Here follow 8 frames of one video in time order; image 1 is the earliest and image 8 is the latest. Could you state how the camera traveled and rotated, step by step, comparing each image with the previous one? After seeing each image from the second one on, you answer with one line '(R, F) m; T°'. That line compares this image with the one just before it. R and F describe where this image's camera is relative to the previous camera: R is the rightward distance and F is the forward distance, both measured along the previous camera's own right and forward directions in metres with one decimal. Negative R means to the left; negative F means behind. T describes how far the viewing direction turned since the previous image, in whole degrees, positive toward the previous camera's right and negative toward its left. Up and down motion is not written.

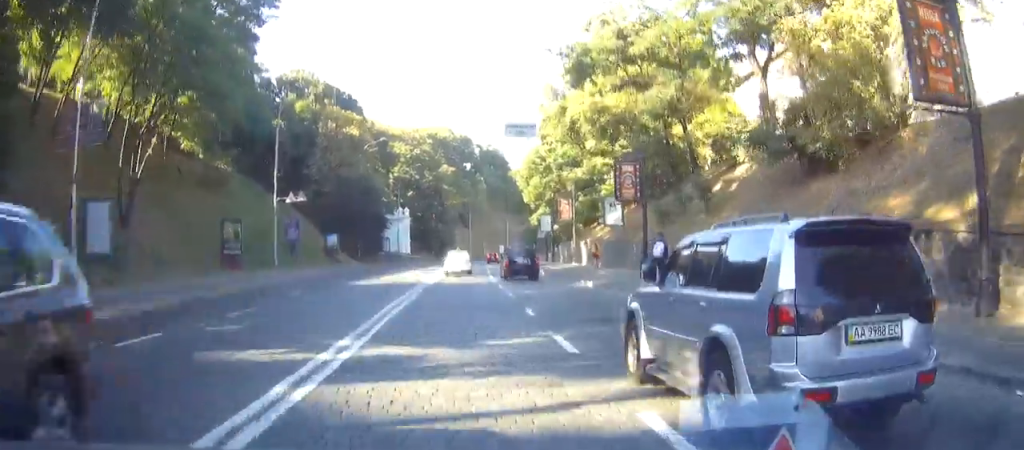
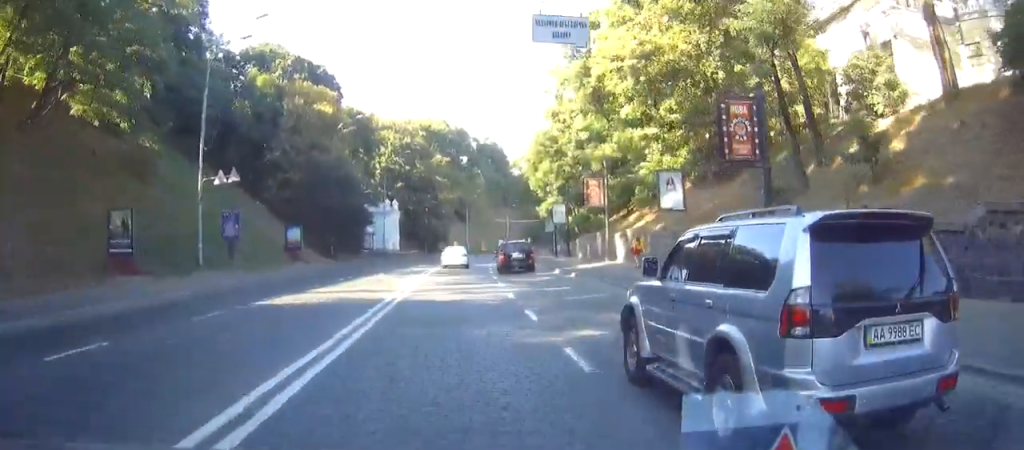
(0.0, +13.3) m; 0°
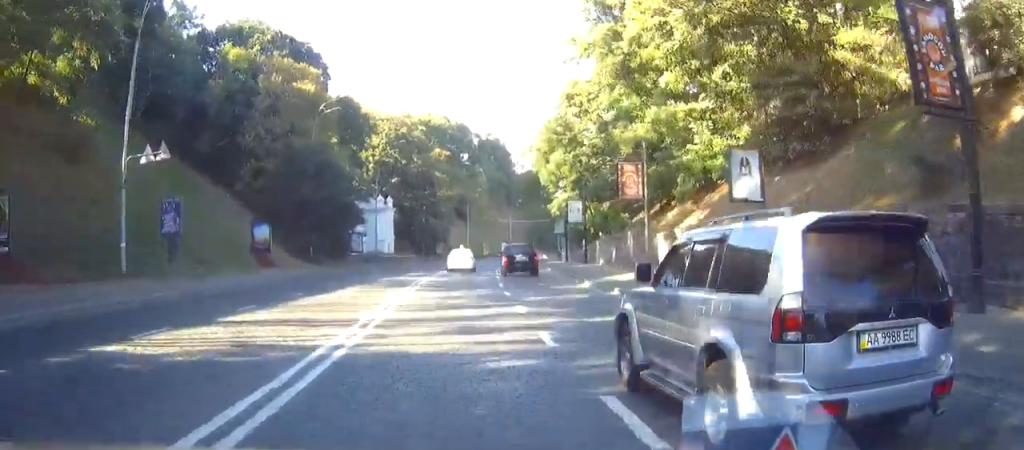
(0.0, +8.6) m; +1°
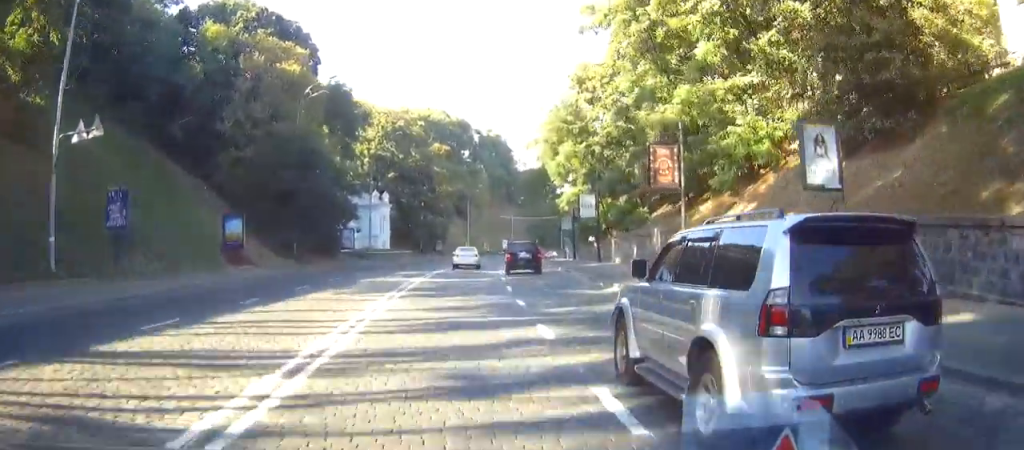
(-0.1, +5.4) m; +1°
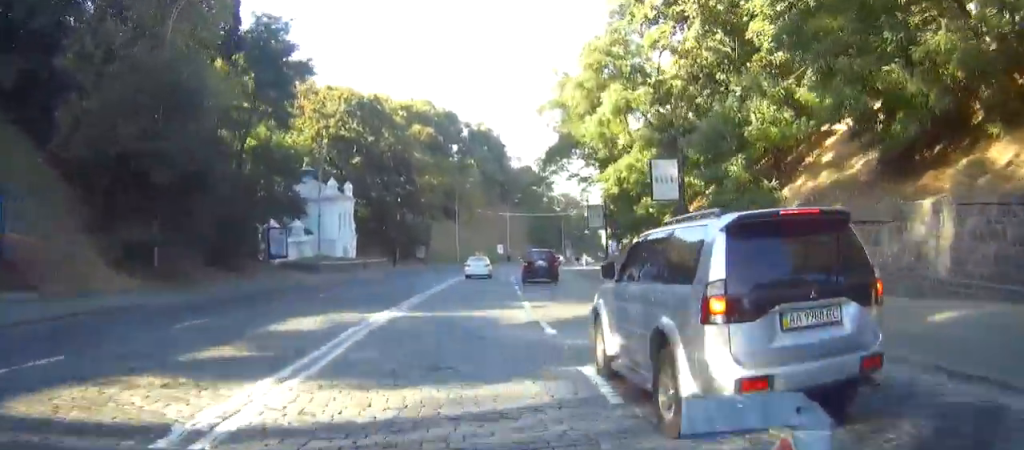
(+1.1, +21.6) m; +3°
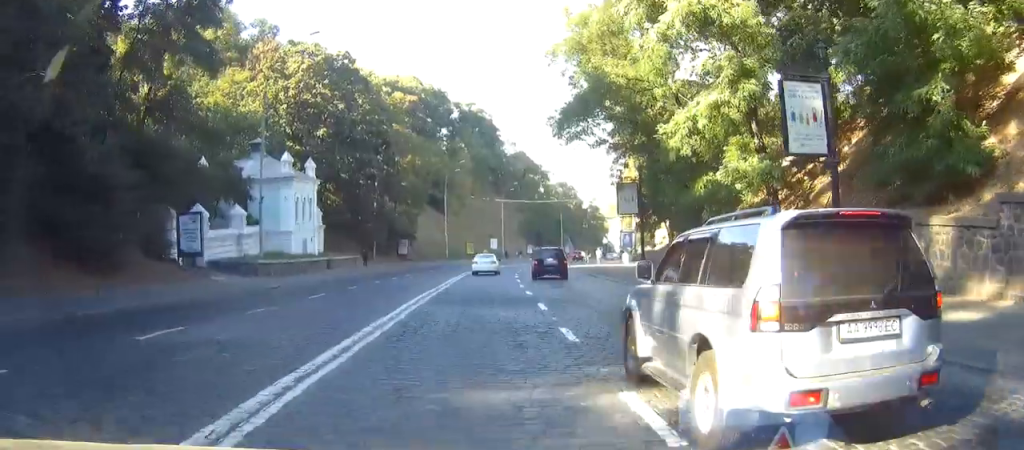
(0.0, +13.4) m; 0°
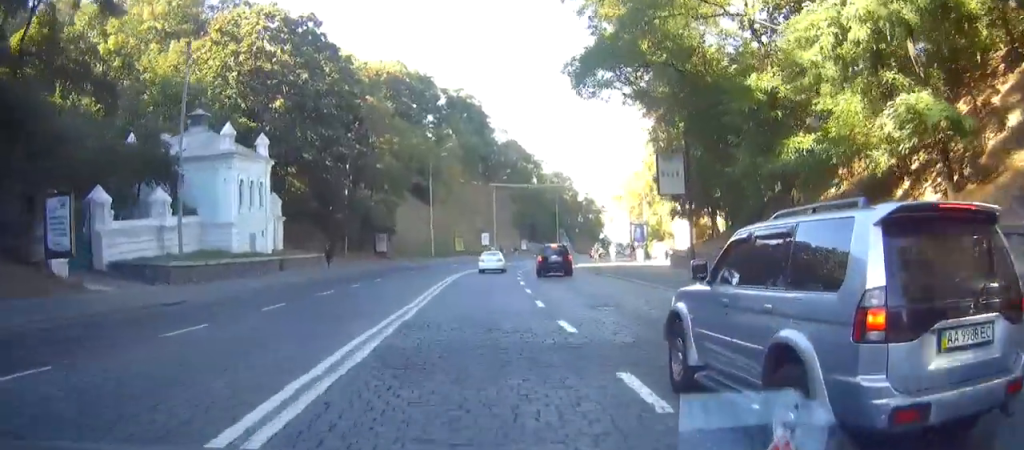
(0.0, +10.9) m; 0°
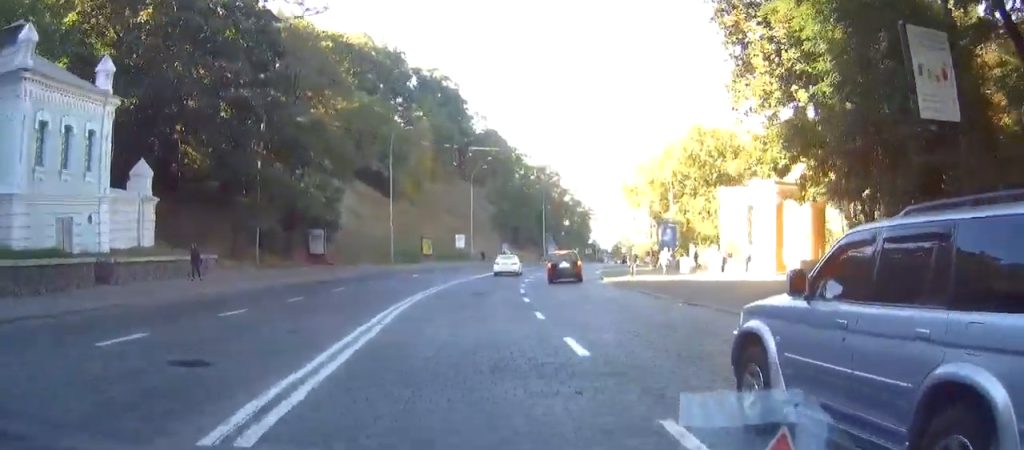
(0.0, +20.1) m; 0°
